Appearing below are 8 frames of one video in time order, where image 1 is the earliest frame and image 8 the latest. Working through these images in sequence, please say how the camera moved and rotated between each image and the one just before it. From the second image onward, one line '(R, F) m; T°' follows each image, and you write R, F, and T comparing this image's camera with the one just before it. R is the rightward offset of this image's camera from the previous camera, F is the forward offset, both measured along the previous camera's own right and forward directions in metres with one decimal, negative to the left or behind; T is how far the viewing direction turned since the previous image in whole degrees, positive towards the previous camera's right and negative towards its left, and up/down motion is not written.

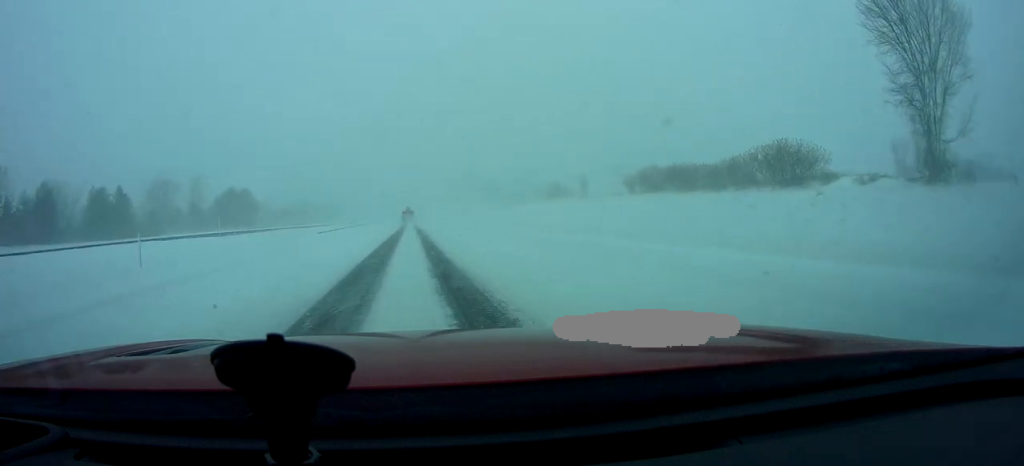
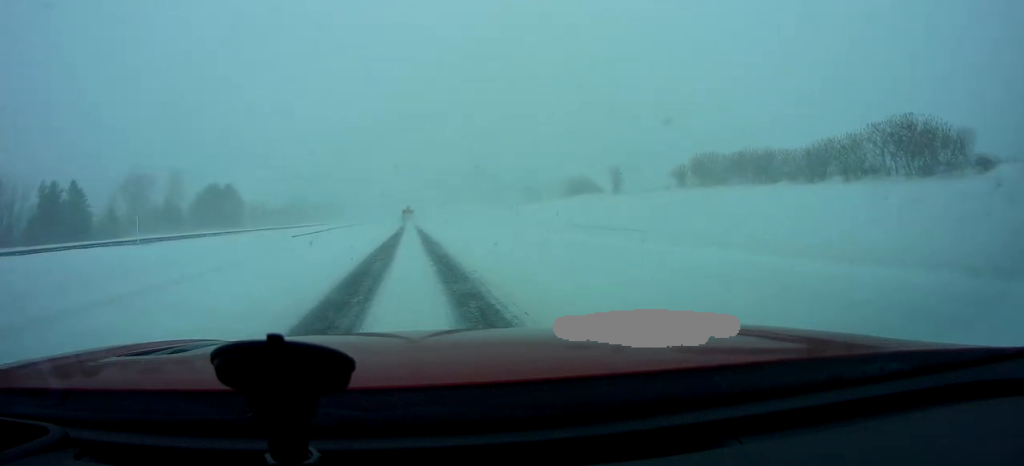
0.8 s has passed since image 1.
(+0.1, +16.0) m; 0°
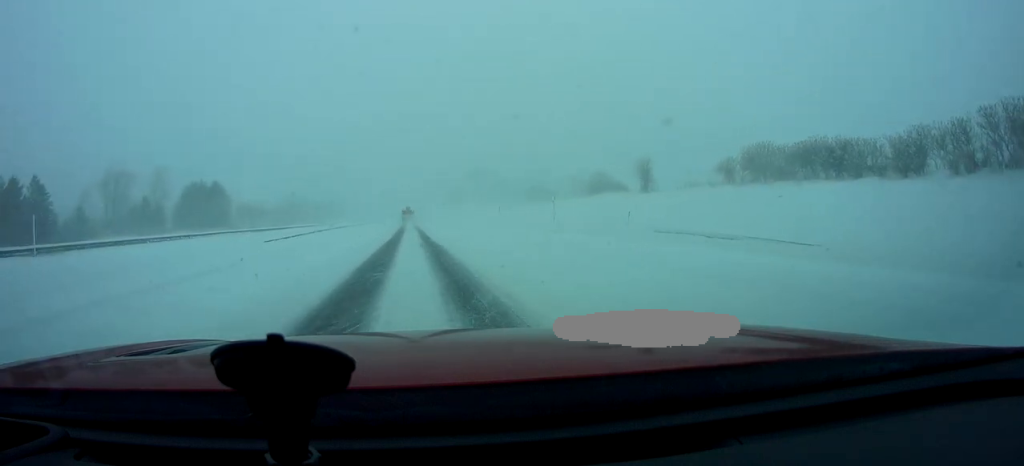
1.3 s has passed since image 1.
(+0.1, +11.1) m; 0°
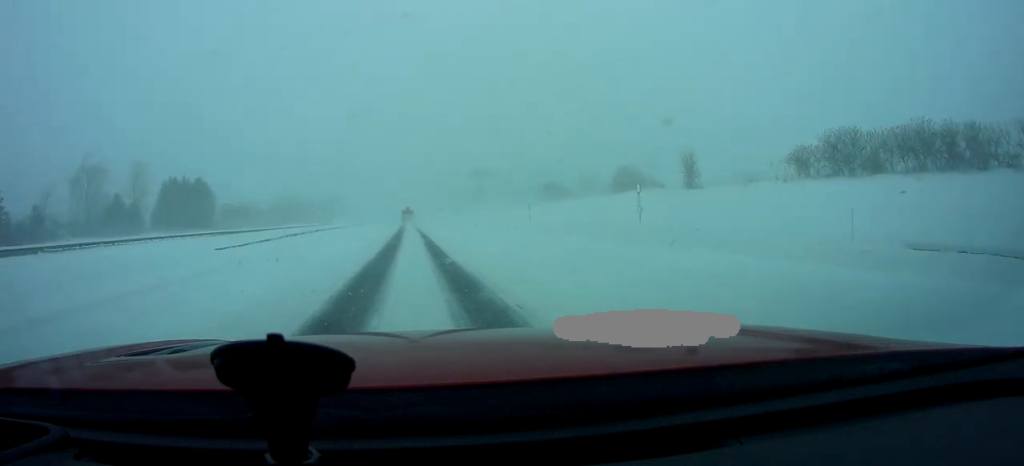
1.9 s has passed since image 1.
(-0.1, +12.4) m; 0°
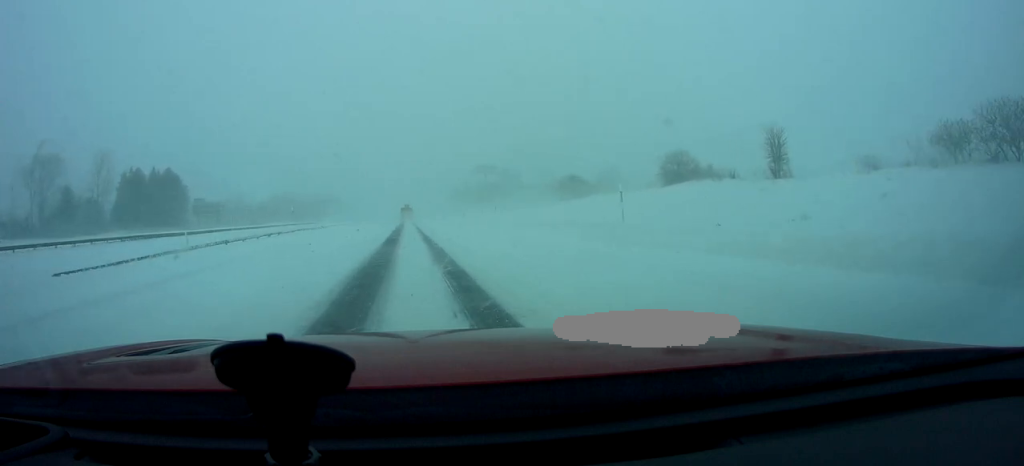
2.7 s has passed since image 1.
(0.0, +17.1) m; 0°
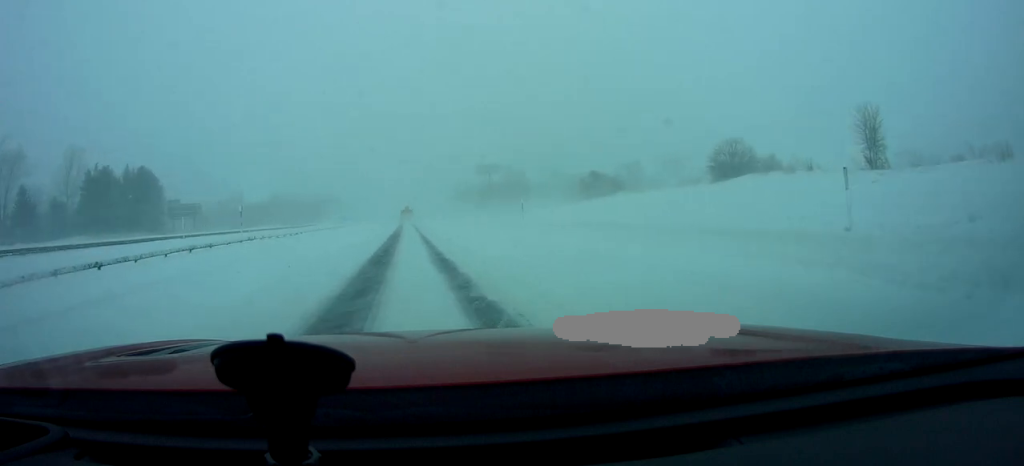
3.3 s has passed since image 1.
(+0.2, +12.2) m; 0°
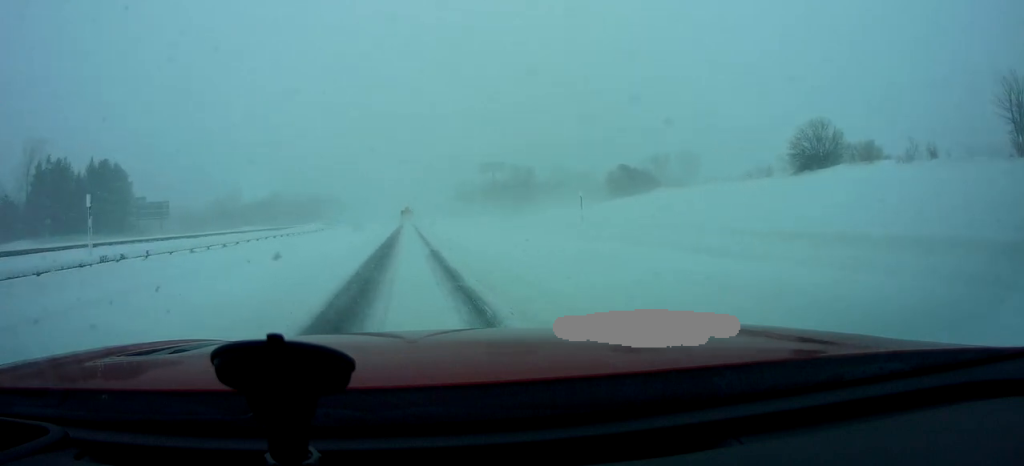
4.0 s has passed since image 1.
(-0.2, +13.6) m; 0°
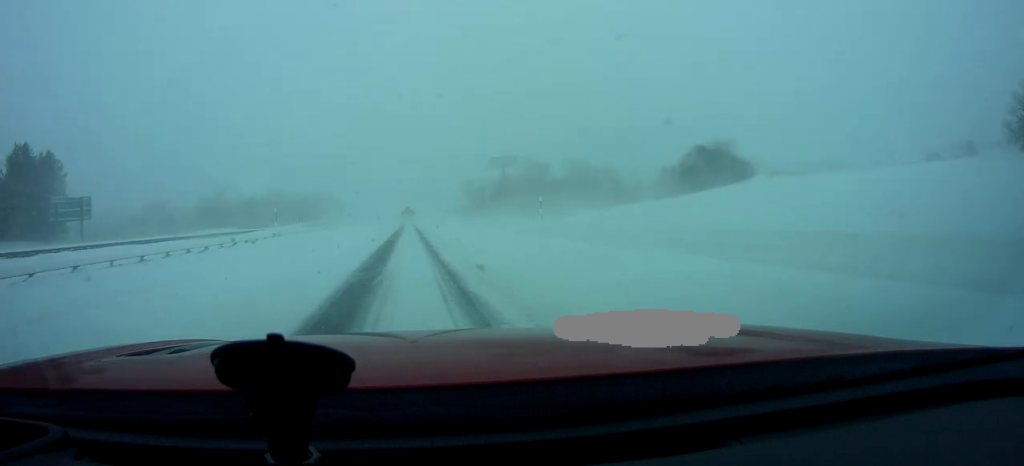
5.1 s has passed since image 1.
(+0.1, +22.4) m; +1°
